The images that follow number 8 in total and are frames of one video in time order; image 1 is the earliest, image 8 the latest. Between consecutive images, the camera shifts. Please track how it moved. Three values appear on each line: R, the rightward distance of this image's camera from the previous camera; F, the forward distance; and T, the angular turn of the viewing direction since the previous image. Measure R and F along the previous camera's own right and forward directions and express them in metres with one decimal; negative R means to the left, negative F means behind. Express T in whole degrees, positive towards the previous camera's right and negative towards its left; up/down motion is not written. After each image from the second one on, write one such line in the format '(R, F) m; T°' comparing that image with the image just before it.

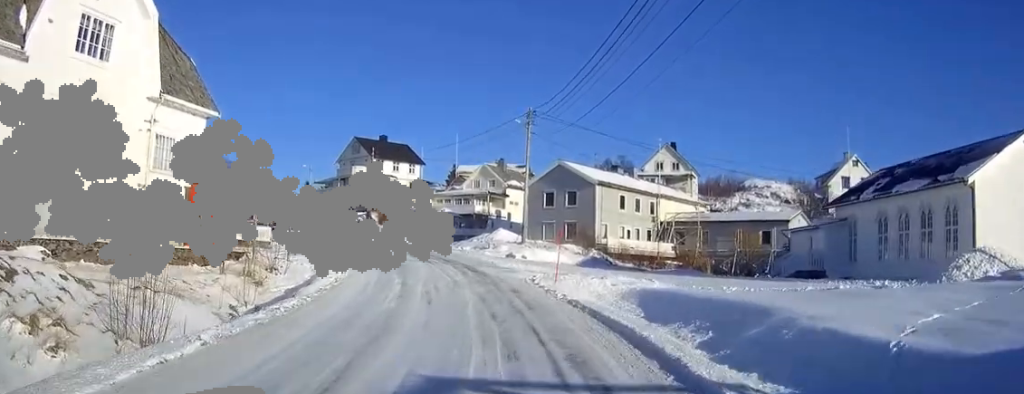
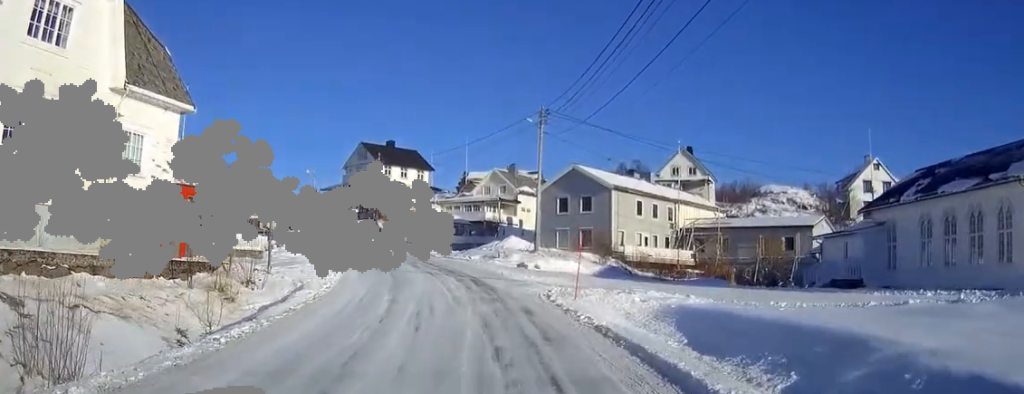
(-0.1, +3.5) m; 0°
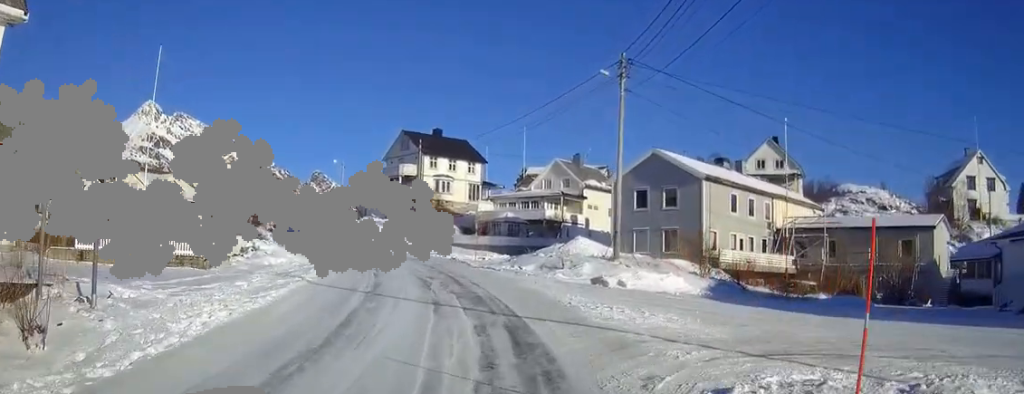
(0.0, +13.5) m; +2°
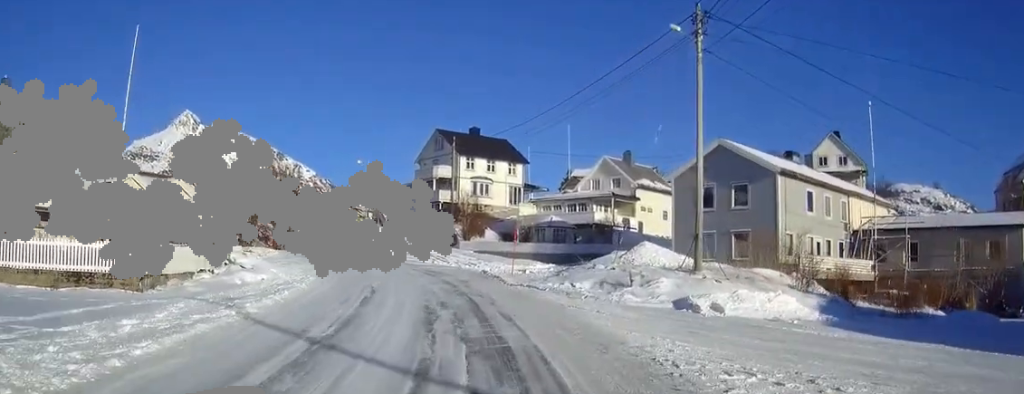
(+0.2, +7.5) m; +2°
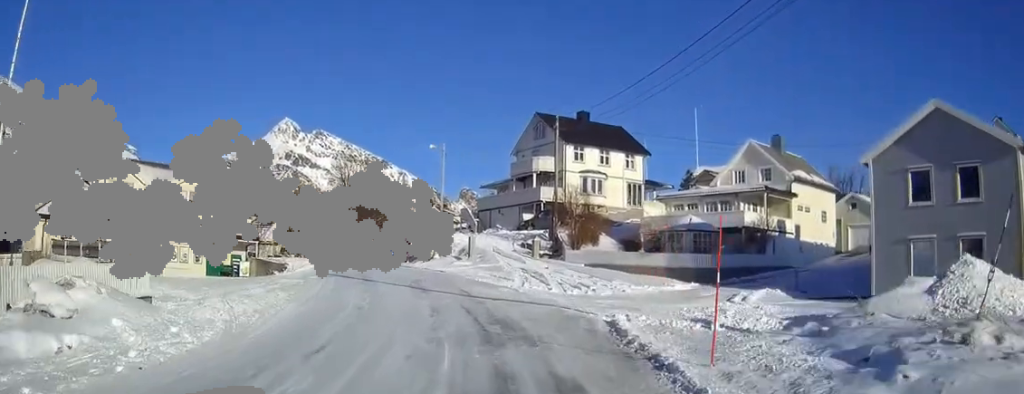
(-1.7, +15.6) m; -19°
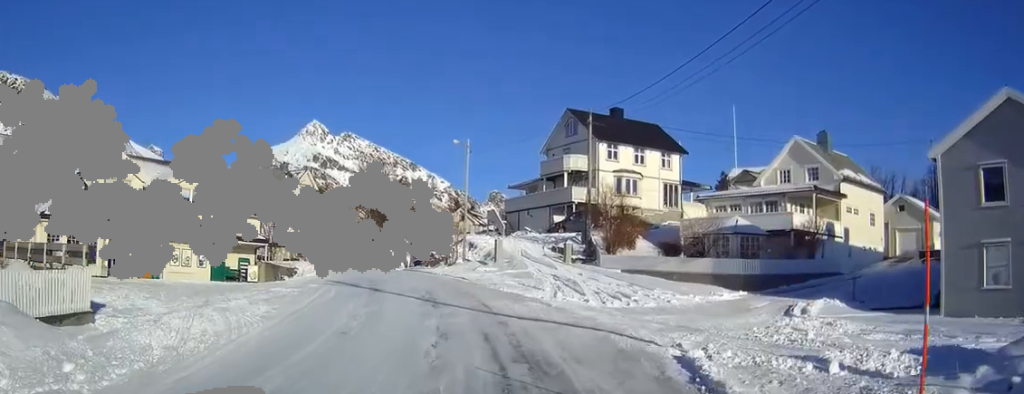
(-0.3, +3.9) m; -4°
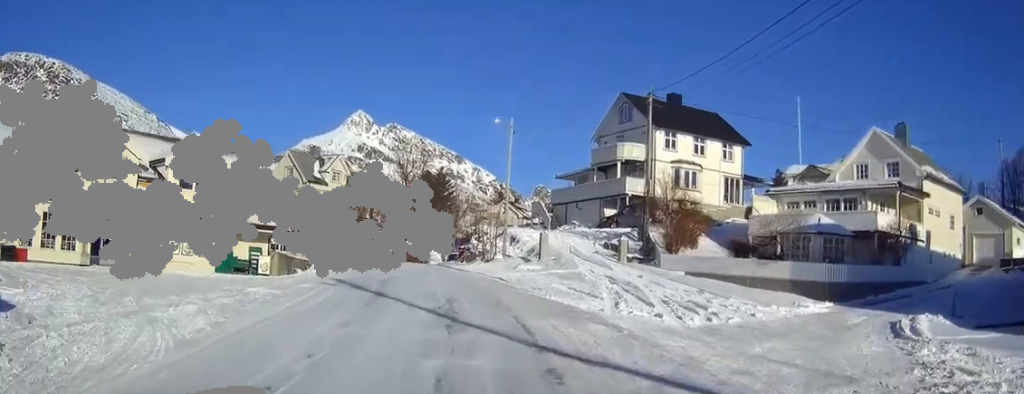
(-0.4, +5.9) m; -5°
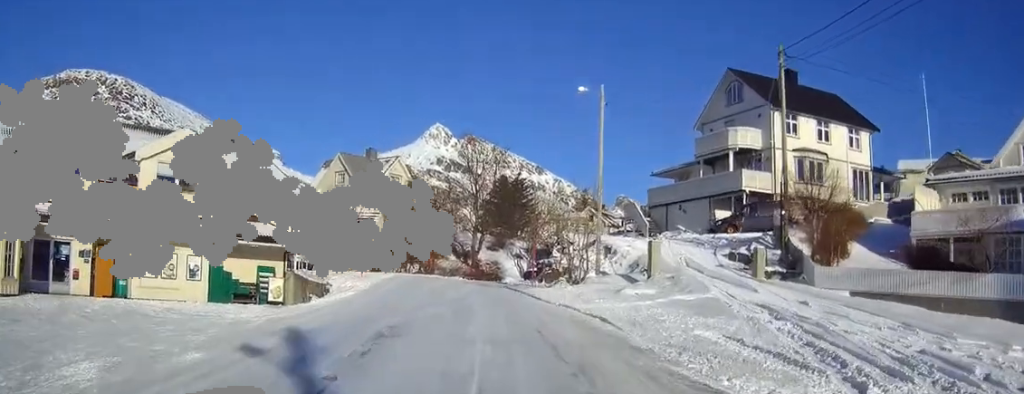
(+0.1, +11.4) m; +2°
